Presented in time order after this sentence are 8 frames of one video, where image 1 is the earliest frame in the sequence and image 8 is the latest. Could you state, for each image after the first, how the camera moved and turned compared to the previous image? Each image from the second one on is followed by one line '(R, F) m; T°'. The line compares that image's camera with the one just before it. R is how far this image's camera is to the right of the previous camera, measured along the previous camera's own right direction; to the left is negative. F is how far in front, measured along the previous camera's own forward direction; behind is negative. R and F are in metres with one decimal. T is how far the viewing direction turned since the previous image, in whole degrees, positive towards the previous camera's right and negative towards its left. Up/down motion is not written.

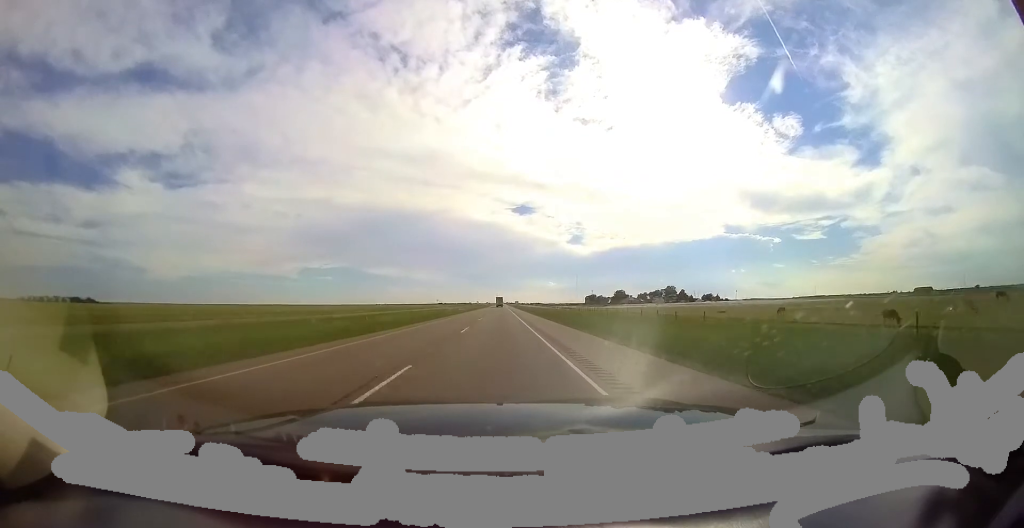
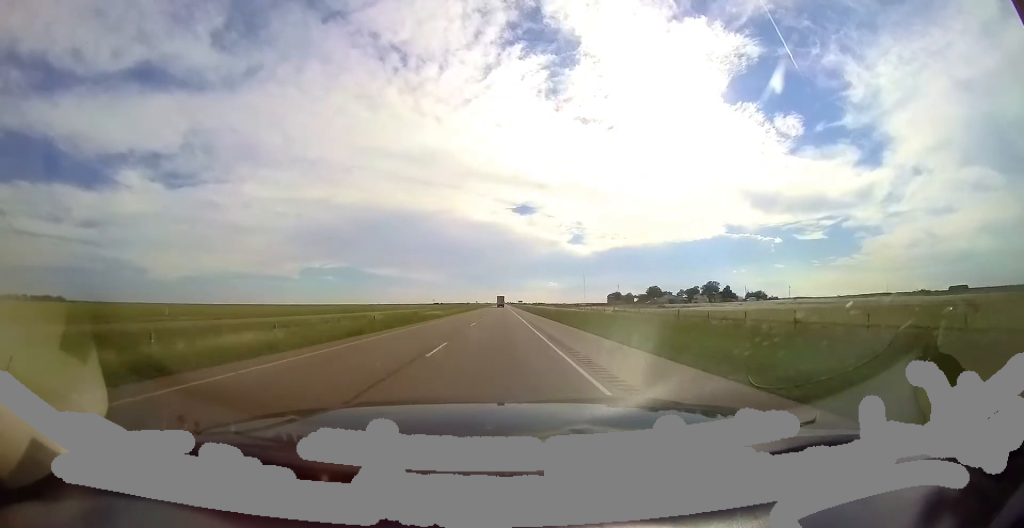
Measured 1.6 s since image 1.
(+0.1, +56.9) m; 0°
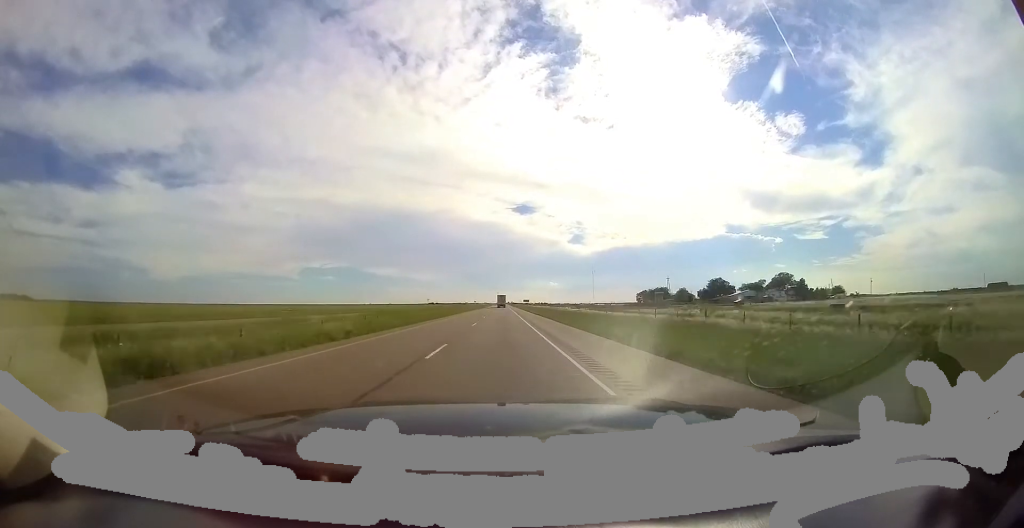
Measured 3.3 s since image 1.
(0.0, +61.4) m; 0°
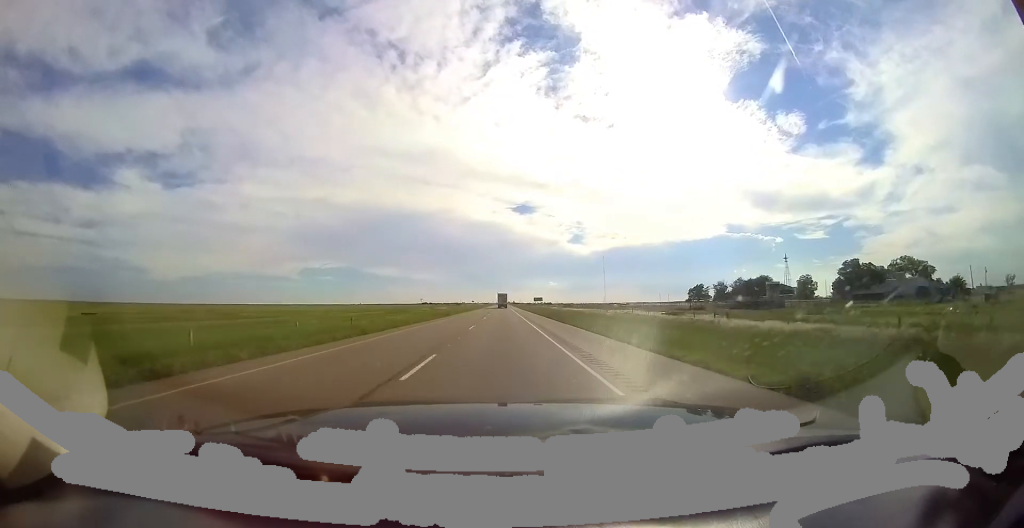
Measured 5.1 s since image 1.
(-0.2, +63.5) m; 0°
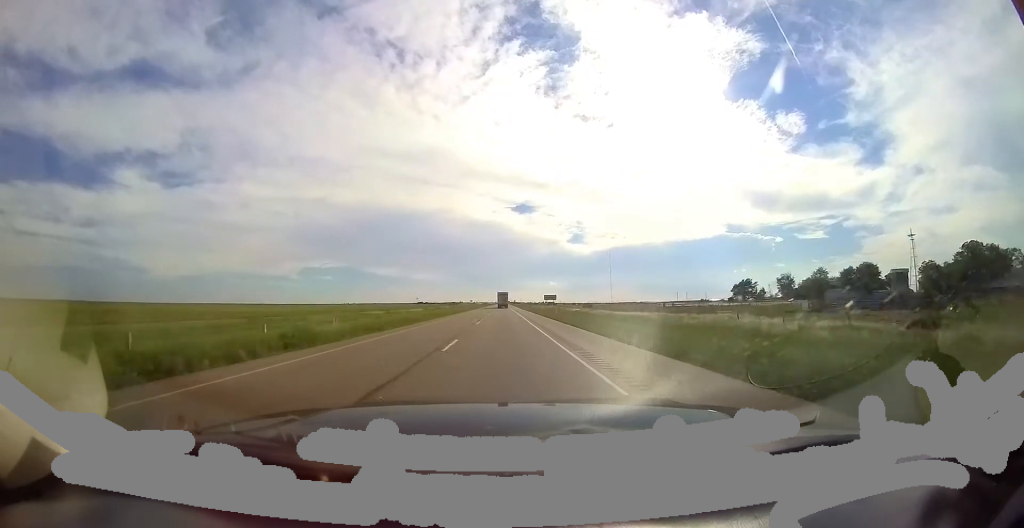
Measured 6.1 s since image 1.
(0.0, +32.8) m; 0°
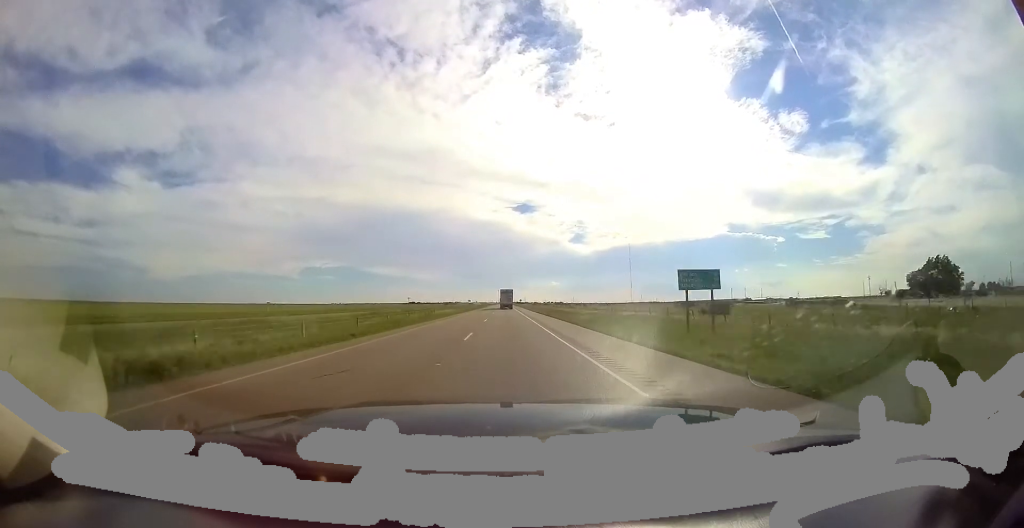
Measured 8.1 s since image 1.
(+0.4, +70.0) m; 0°
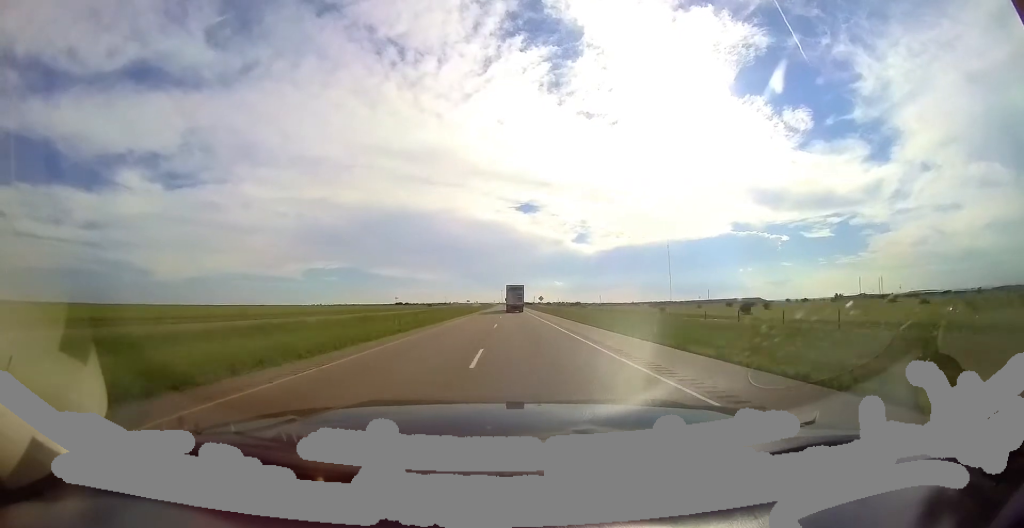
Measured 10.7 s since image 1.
(-1.1, +90.3) m; -1°
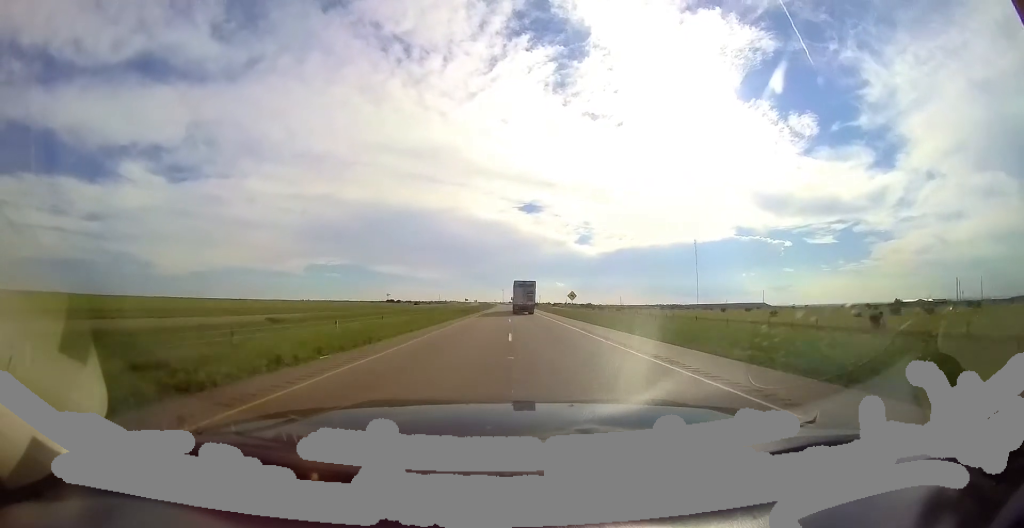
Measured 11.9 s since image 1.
(-0.2, +43.8) m; 0°
